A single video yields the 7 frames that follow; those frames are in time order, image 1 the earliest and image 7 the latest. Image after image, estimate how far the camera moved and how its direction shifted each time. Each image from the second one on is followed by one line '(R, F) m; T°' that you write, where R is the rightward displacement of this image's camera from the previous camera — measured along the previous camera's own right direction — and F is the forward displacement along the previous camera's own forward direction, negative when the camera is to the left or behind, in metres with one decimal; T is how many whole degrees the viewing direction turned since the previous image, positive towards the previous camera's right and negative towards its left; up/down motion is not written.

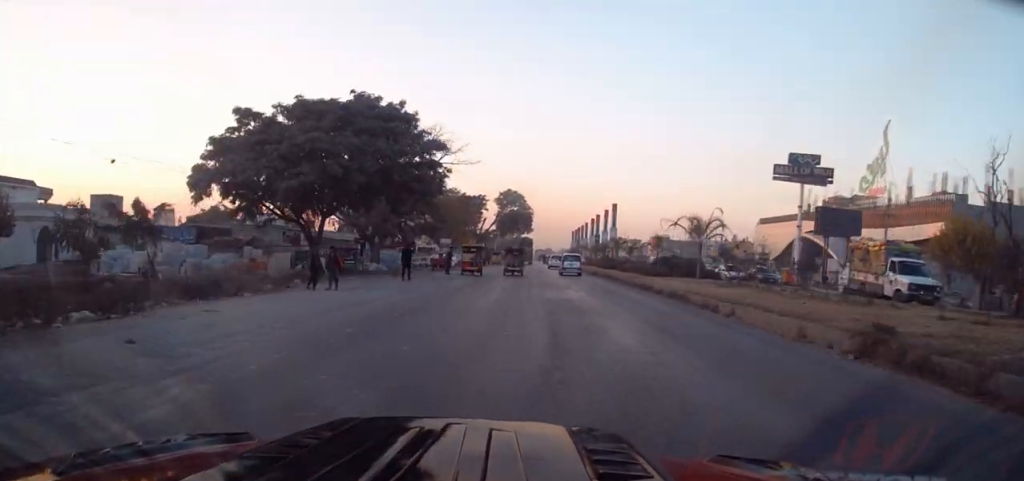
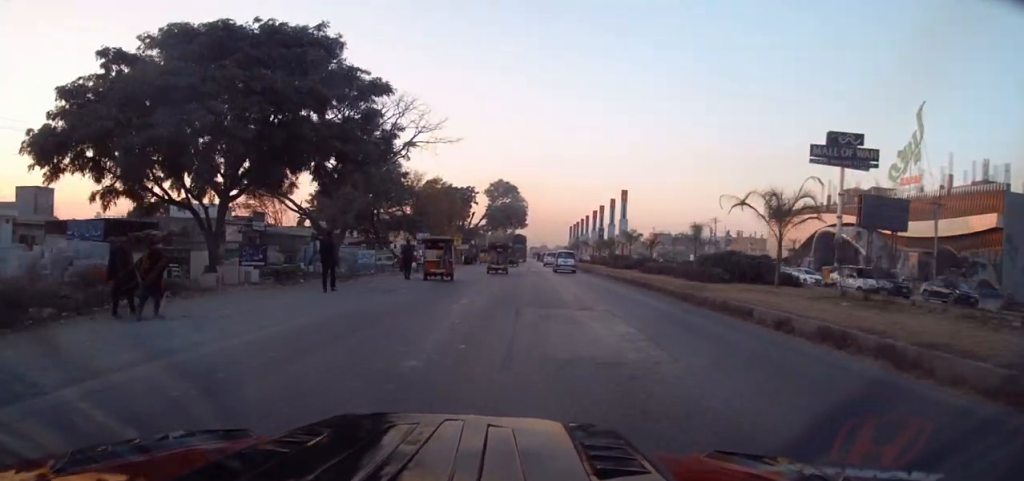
(+0.1, +14.4) m; +1°
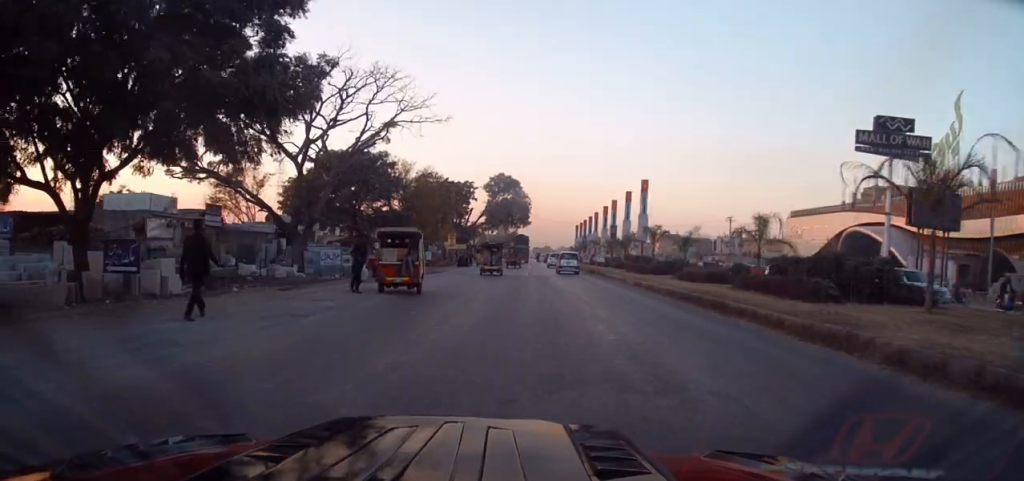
(+0.1, +11.8) m; 0°
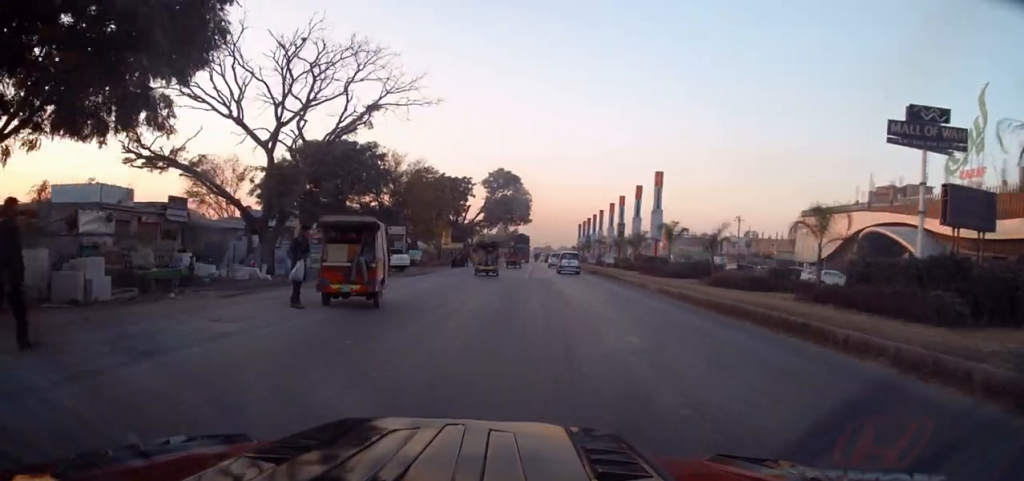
(0.0, +7.6) m; 0°
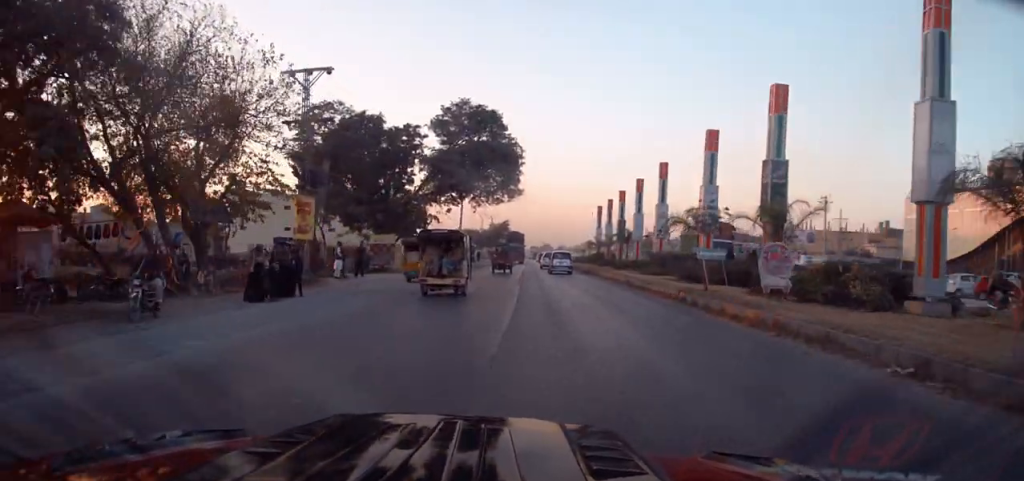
(+0.2, +28.9) m; 0°
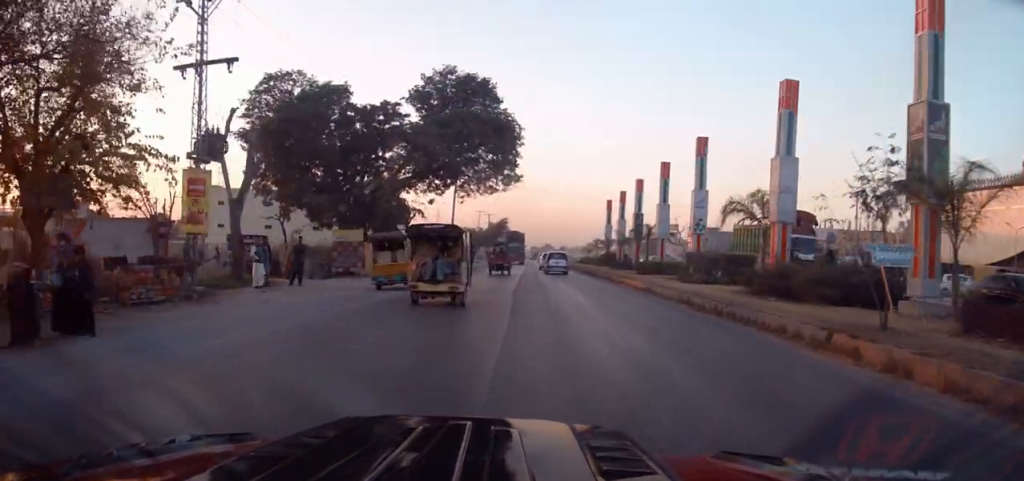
(0.0, +11.0) m; 0°
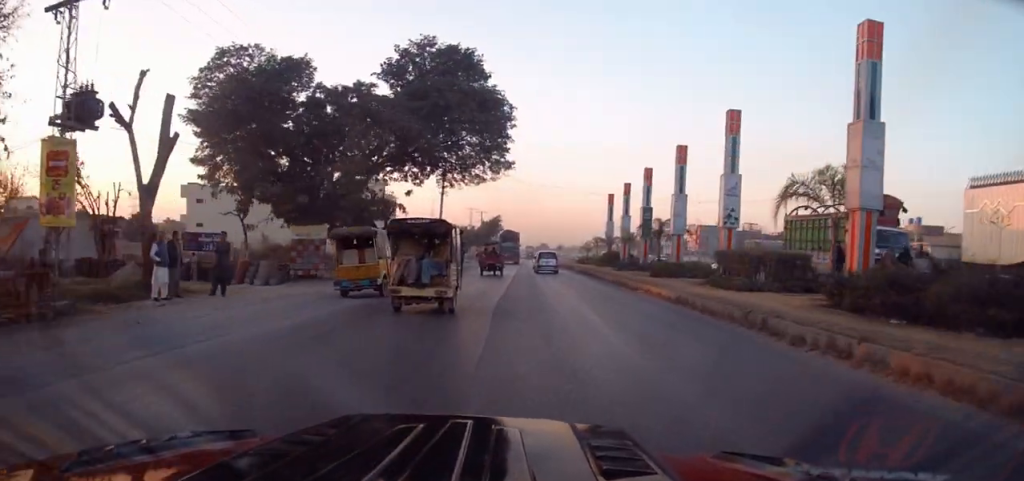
(-0.1, +6.9) m; +1°
